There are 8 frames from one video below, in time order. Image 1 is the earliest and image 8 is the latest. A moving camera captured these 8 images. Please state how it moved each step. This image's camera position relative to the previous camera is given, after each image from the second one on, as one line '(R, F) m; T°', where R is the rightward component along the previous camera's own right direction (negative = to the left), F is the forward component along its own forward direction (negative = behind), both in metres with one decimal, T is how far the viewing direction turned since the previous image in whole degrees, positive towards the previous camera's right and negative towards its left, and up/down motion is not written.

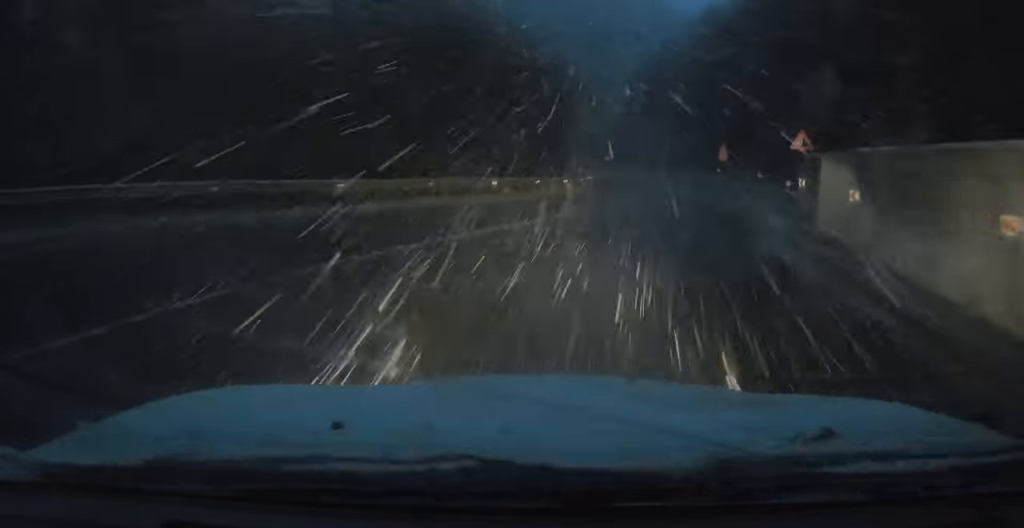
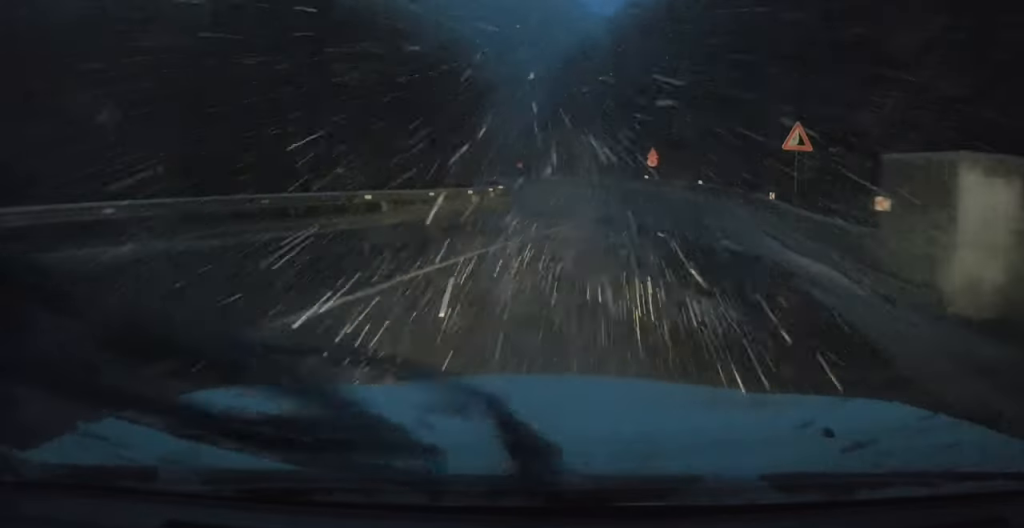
(+0.4, +7.3) m; +4°
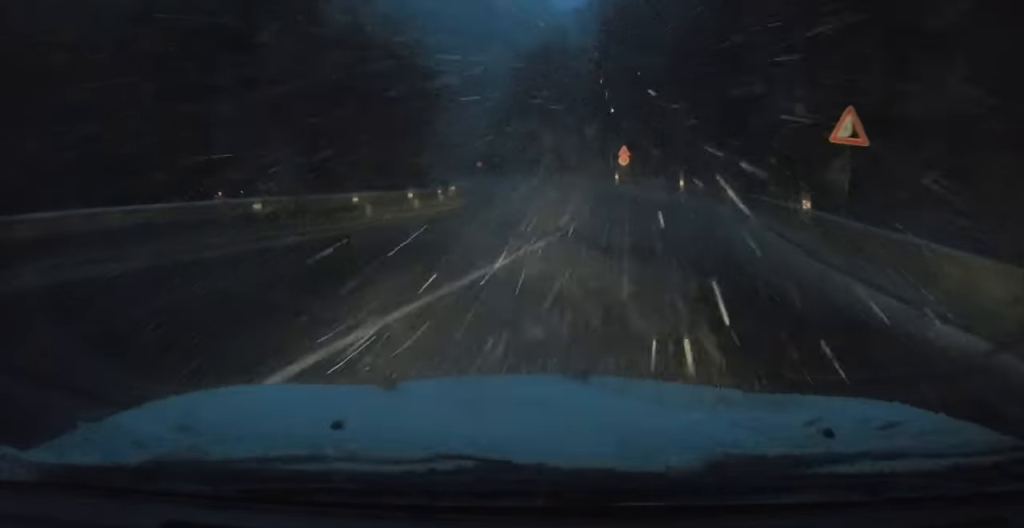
(+0.2, +5.1) m; +2°
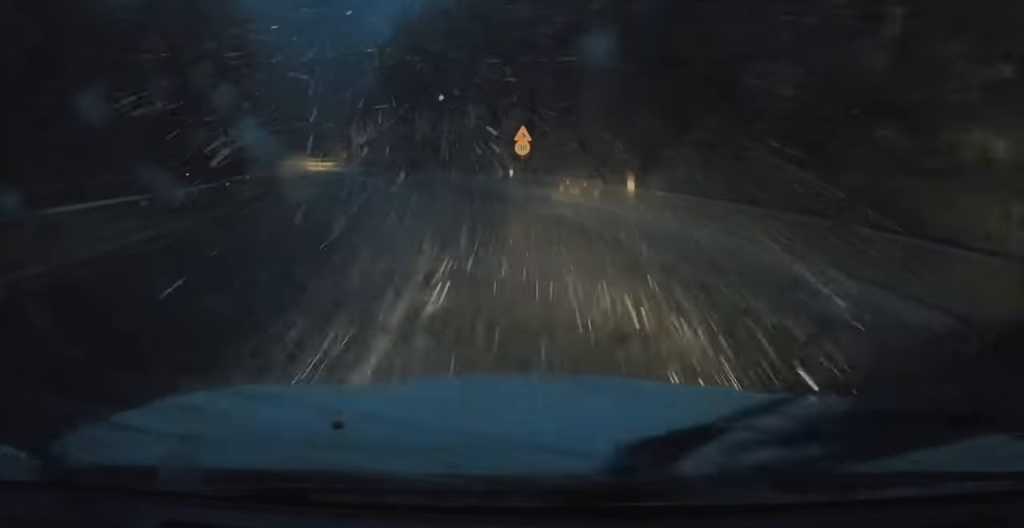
(0.0, +16.4) m; -4°
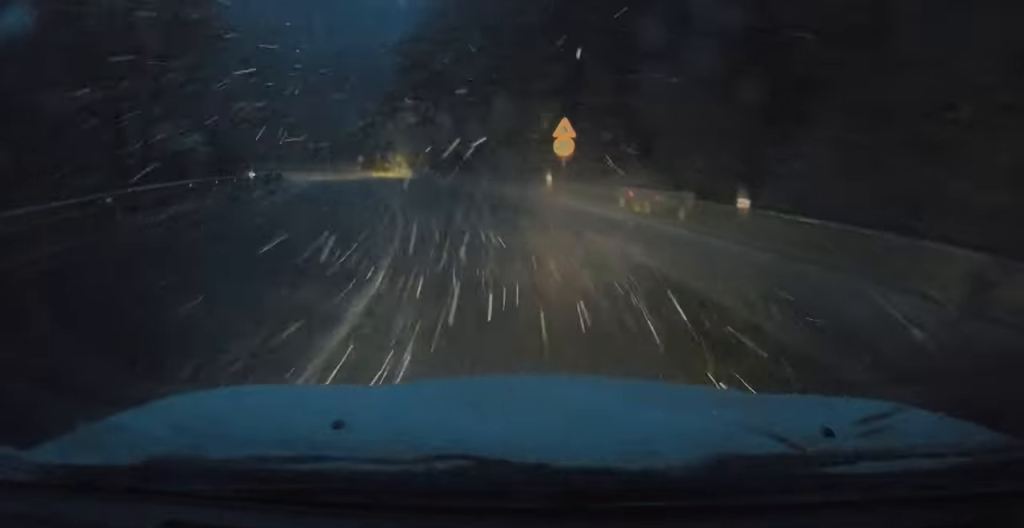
(-0.5, +7.7) m; -5°
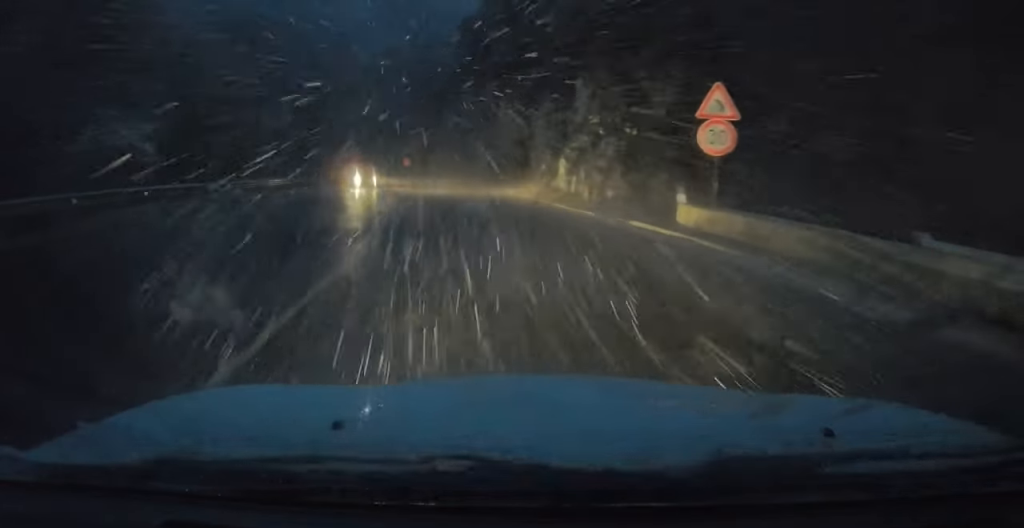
(-0.5, +11.8) m; -4°
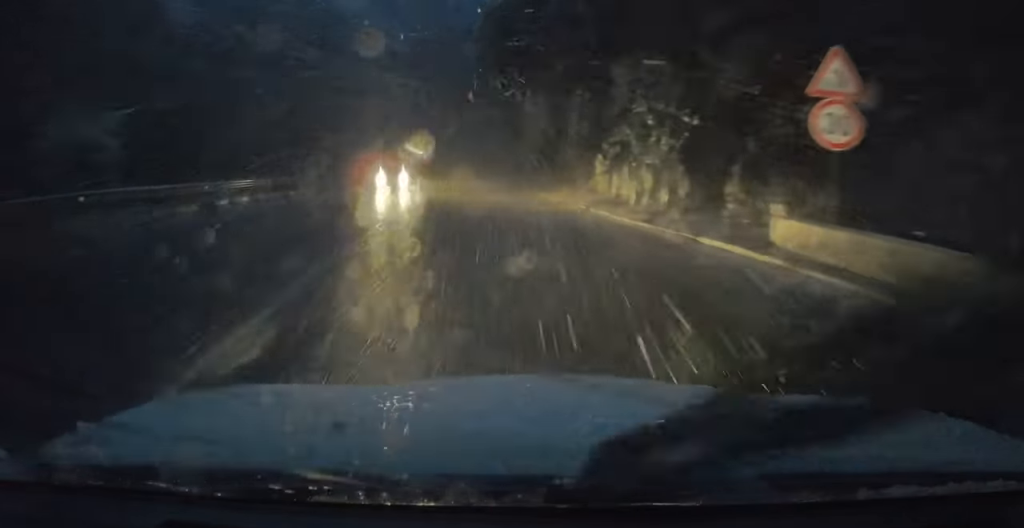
(0.0, +3.9) m; -2°
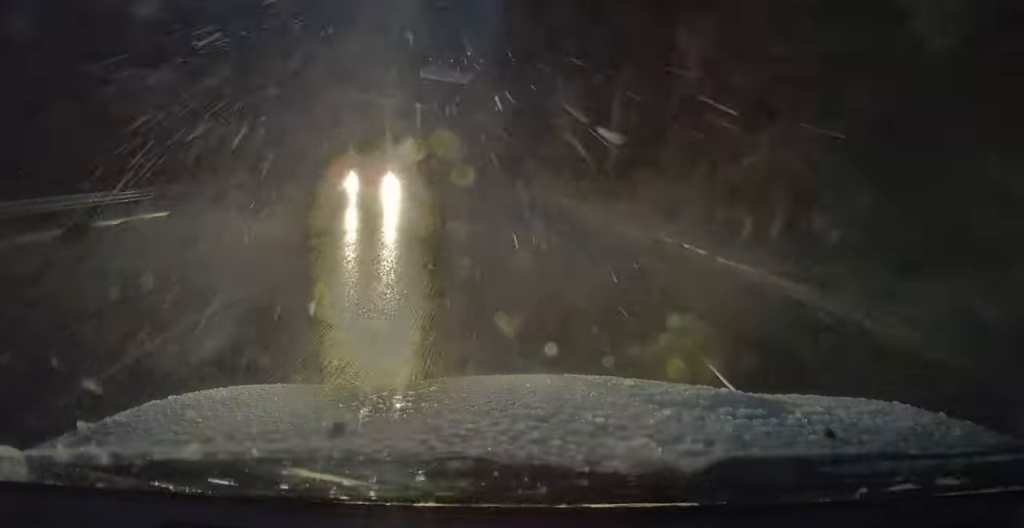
(-0.2, +7.3) m; -3°
